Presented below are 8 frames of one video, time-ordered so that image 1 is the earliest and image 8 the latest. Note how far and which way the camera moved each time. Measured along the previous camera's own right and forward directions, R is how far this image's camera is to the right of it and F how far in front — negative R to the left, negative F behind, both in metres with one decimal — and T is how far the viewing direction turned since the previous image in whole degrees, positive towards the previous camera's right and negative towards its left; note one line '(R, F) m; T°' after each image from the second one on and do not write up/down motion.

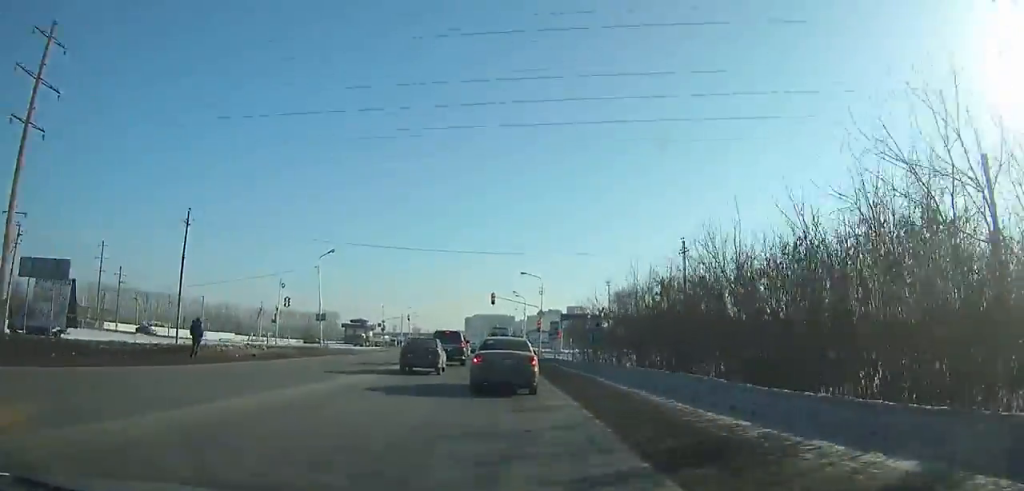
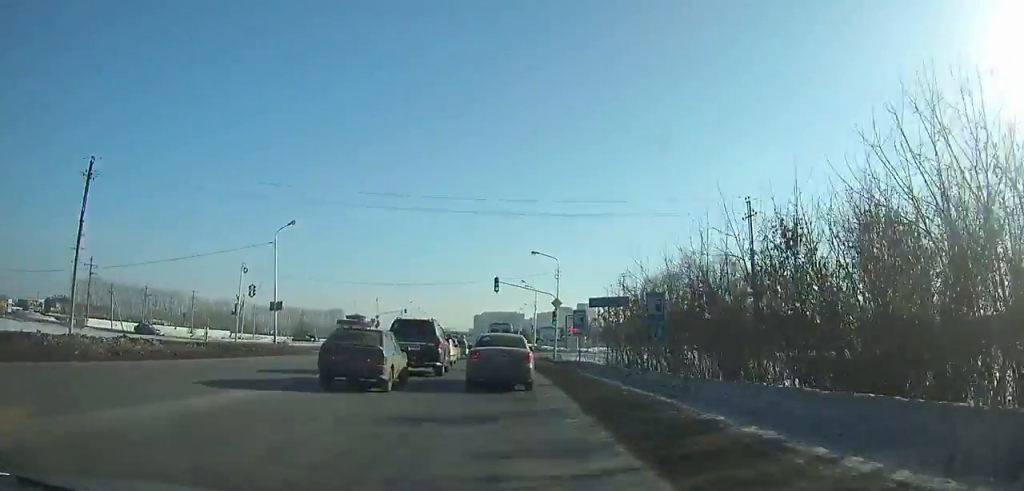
(-0.2, +15.2) m; -1°
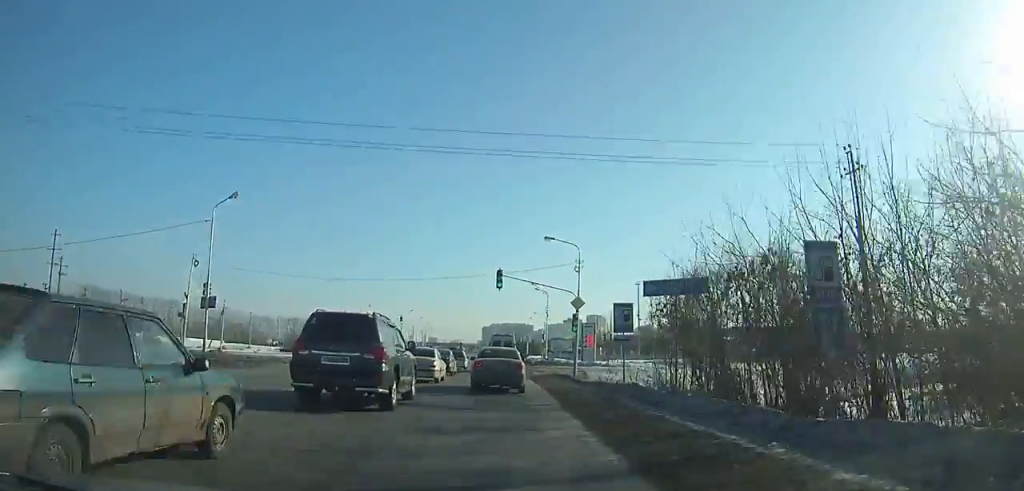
(-0.1, +15.3) m; -1°
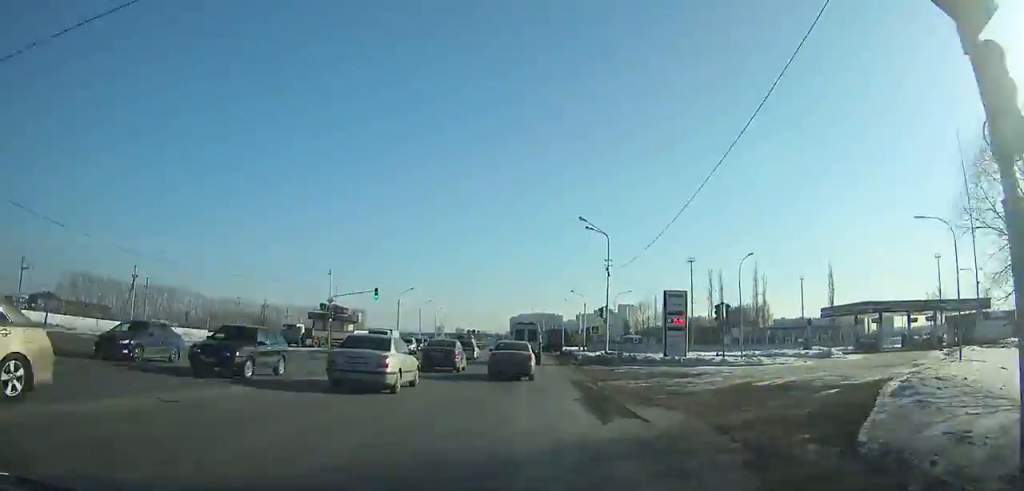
(-0.5, +34.8) m; -1°
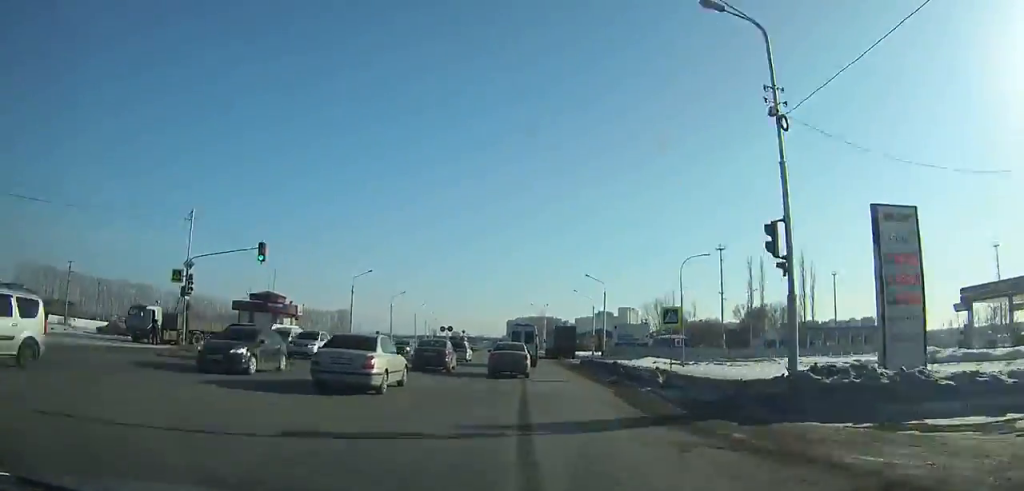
(-0.2, +30.1) m; -1°
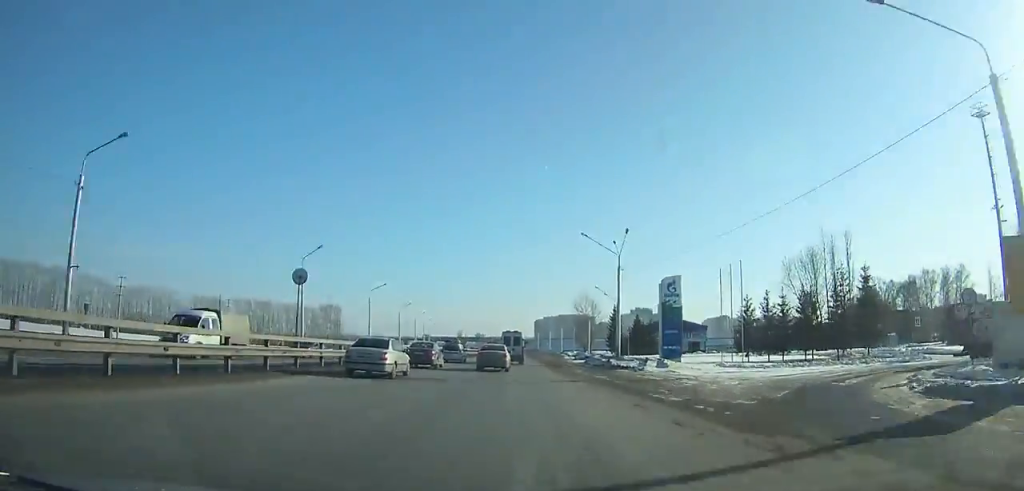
(-3.0, +91.0) m; -3°
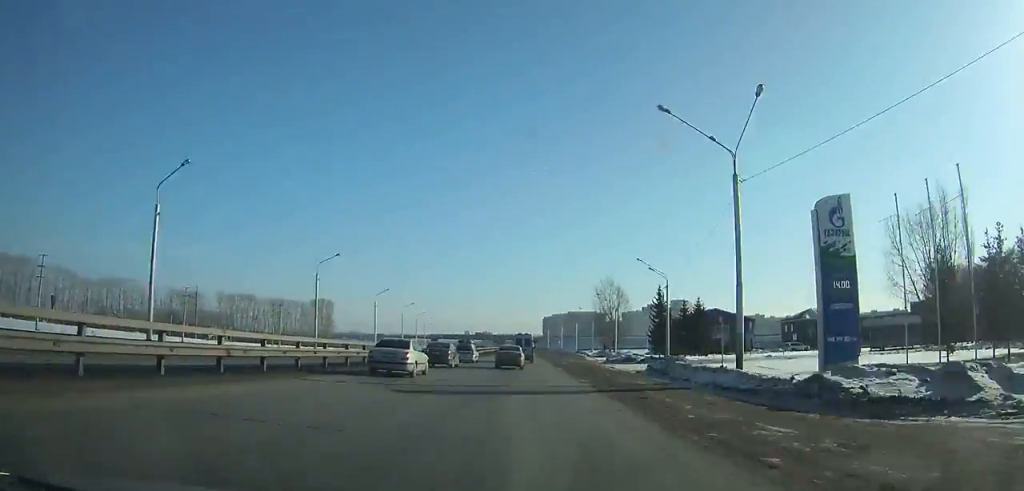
(-0.1, +29.5) m; 0°
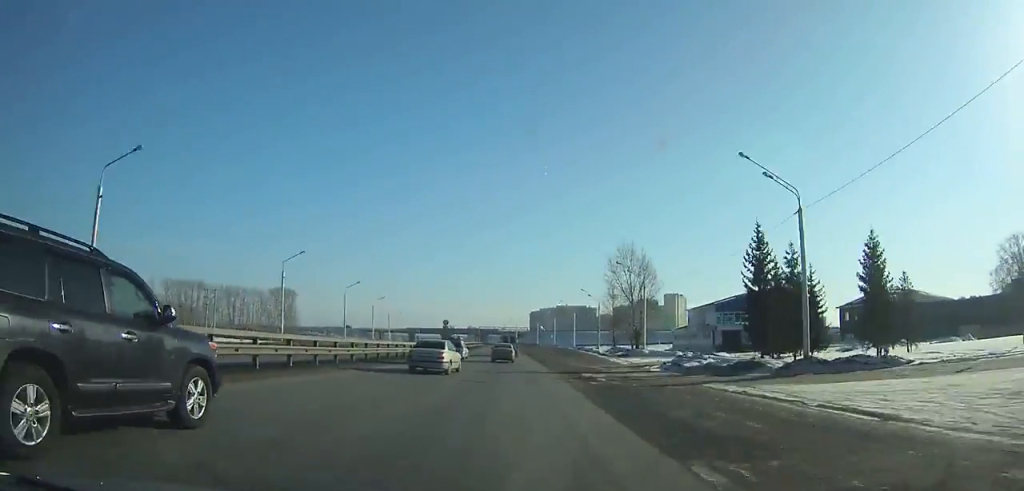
(0.0, +37.2) m; 0°
